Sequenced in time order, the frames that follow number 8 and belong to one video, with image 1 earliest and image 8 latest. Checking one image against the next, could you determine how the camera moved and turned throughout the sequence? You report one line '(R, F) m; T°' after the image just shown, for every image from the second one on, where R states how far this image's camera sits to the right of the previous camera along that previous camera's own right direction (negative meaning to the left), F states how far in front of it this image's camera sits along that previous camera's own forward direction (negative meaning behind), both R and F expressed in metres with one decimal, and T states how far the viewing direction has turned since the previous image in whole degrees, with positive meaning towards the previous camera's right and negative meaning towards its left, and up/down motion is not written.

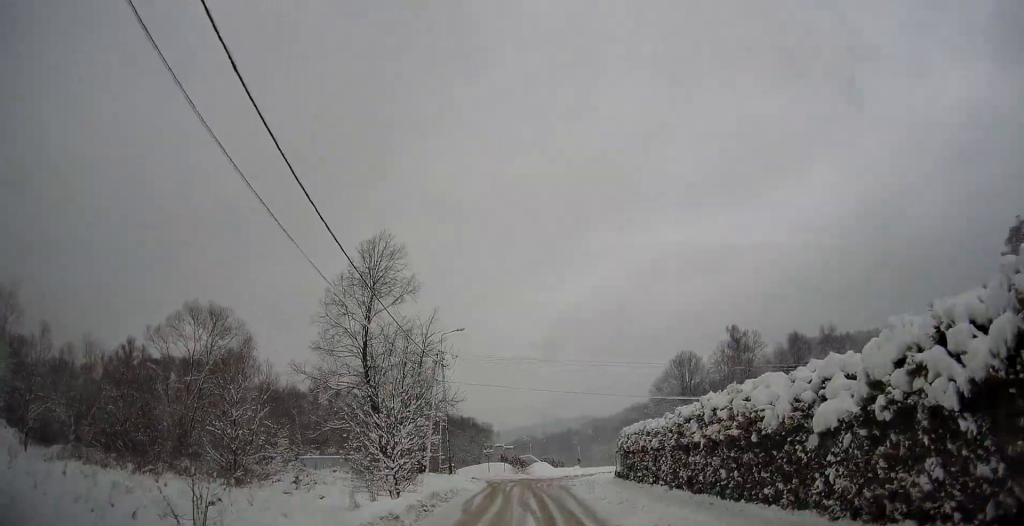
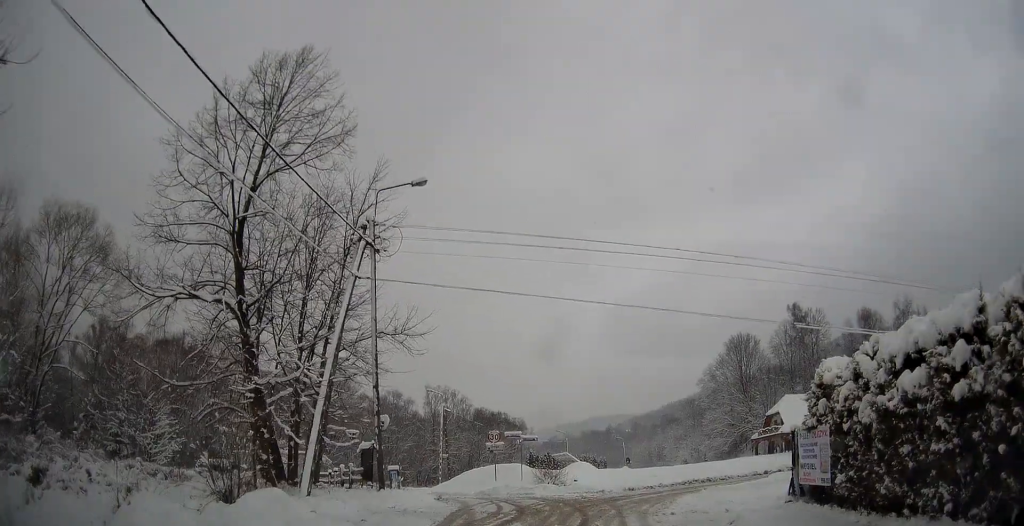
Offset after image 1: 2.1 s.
(-1.1, +19.5) m; -4°
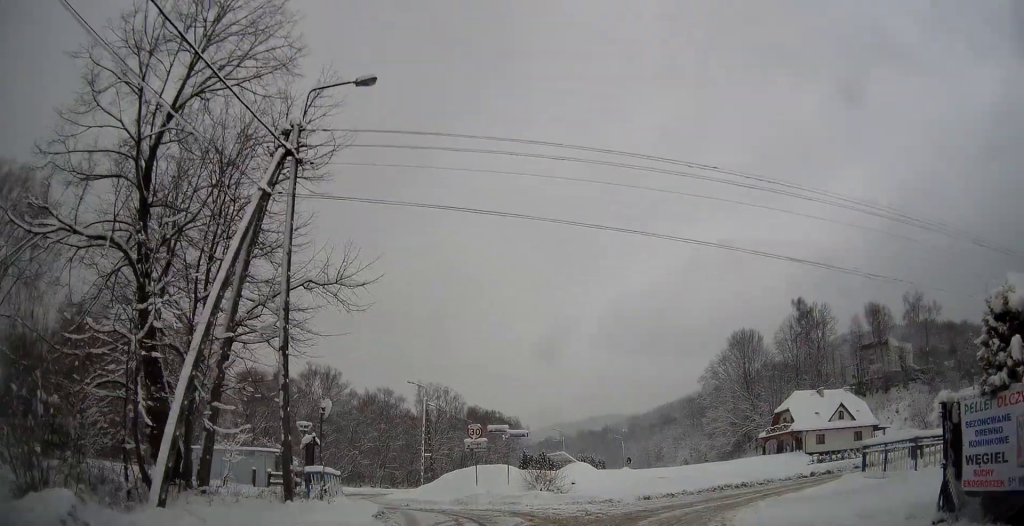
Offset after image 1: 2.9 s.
(0.0, +5.7) m; +1°
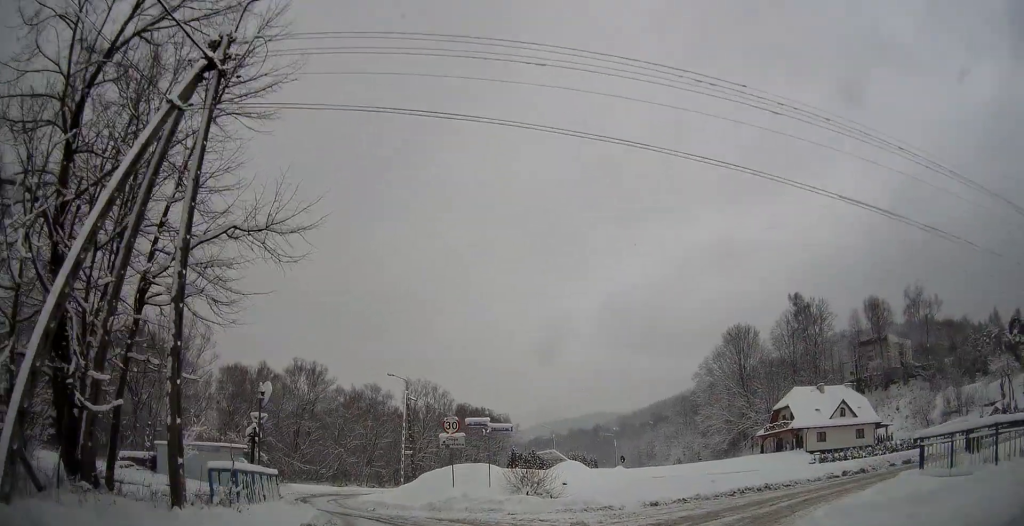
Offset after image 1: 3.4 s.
(+0.1, +3.3) m; +2°
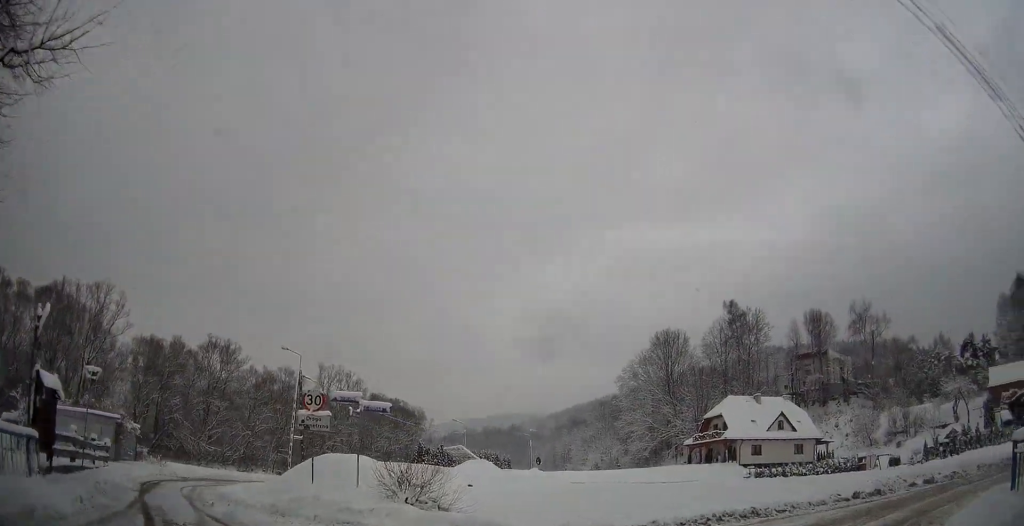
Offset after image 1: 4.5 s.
(+0.3, +5.6) m; +11°
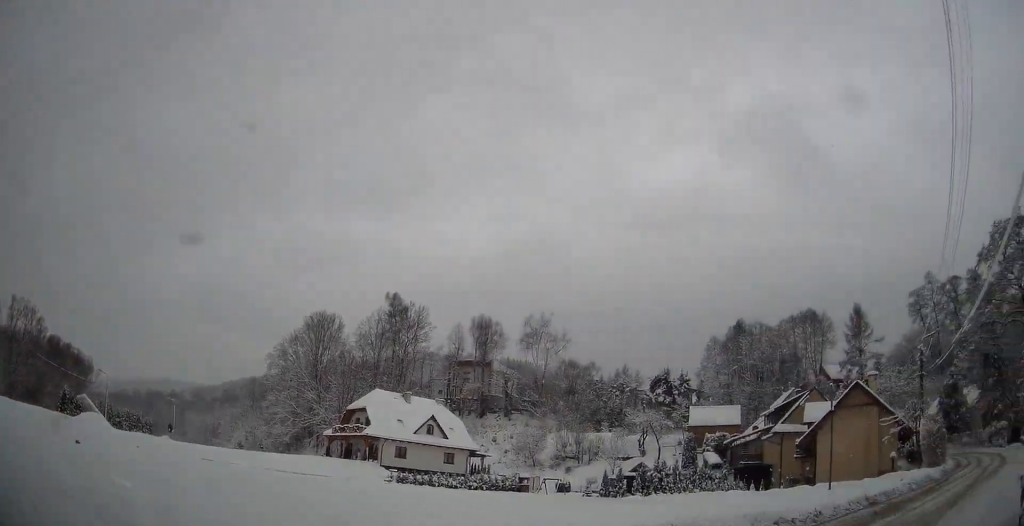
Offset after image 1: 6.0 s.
(+1.4, +6.4) m; +35°
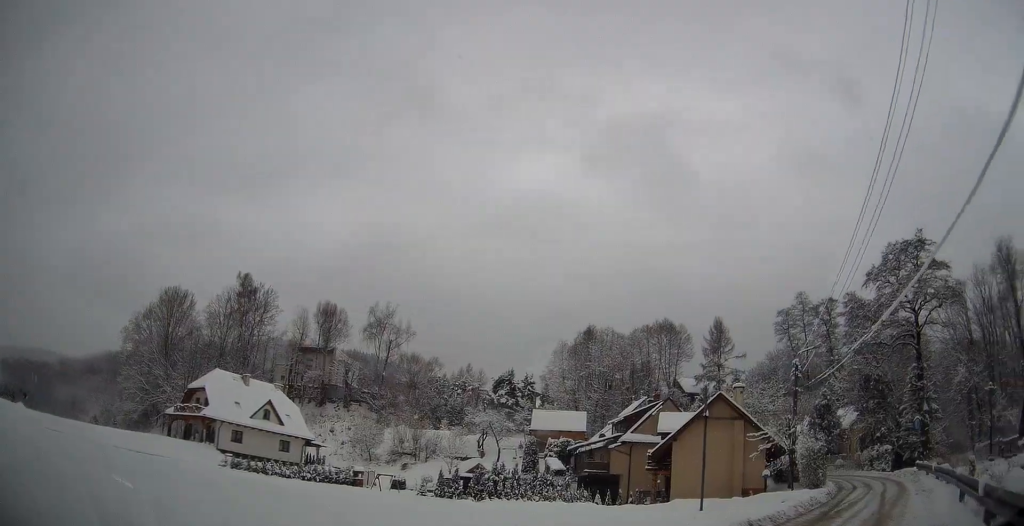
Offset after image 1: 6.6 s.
(+0.6, +2.5) m; +14°
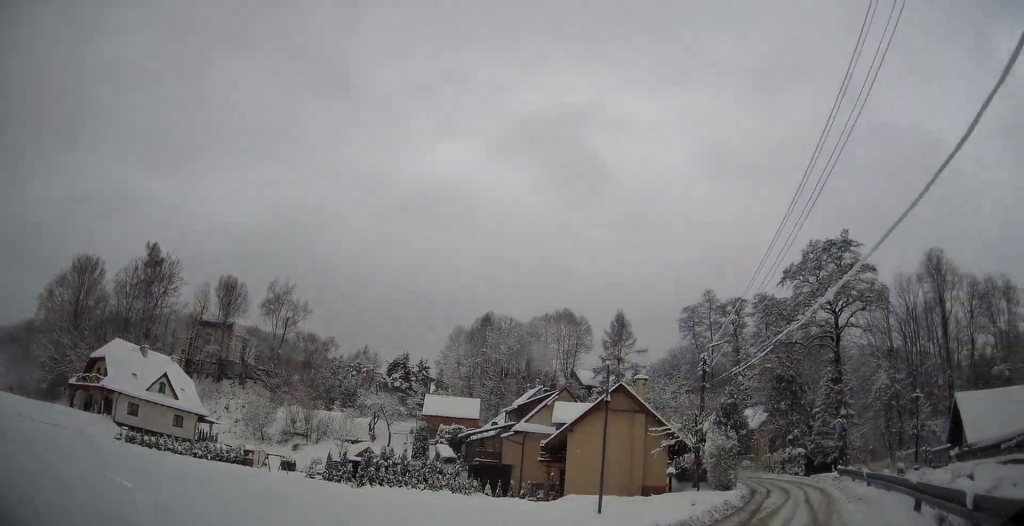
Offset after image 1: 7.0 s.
(0.0, +1.7) m; +10°
